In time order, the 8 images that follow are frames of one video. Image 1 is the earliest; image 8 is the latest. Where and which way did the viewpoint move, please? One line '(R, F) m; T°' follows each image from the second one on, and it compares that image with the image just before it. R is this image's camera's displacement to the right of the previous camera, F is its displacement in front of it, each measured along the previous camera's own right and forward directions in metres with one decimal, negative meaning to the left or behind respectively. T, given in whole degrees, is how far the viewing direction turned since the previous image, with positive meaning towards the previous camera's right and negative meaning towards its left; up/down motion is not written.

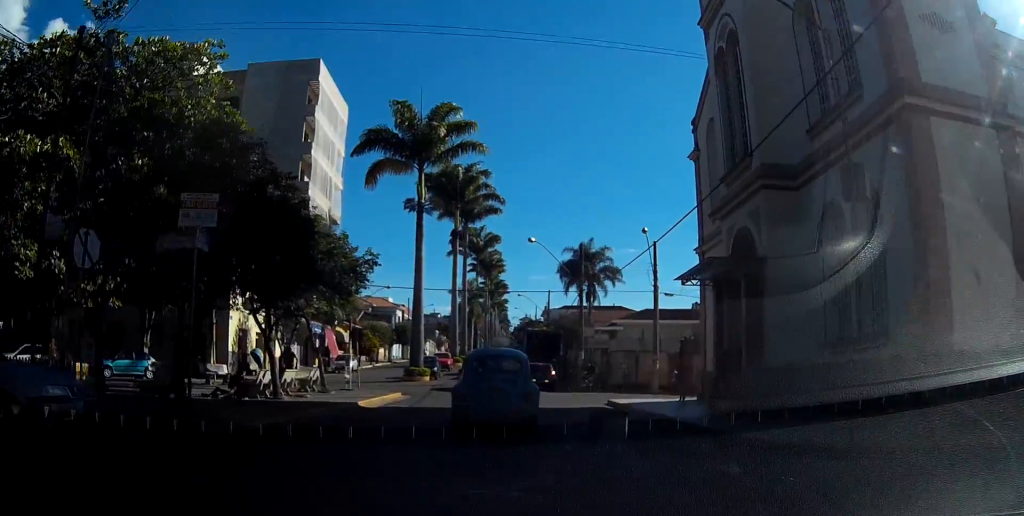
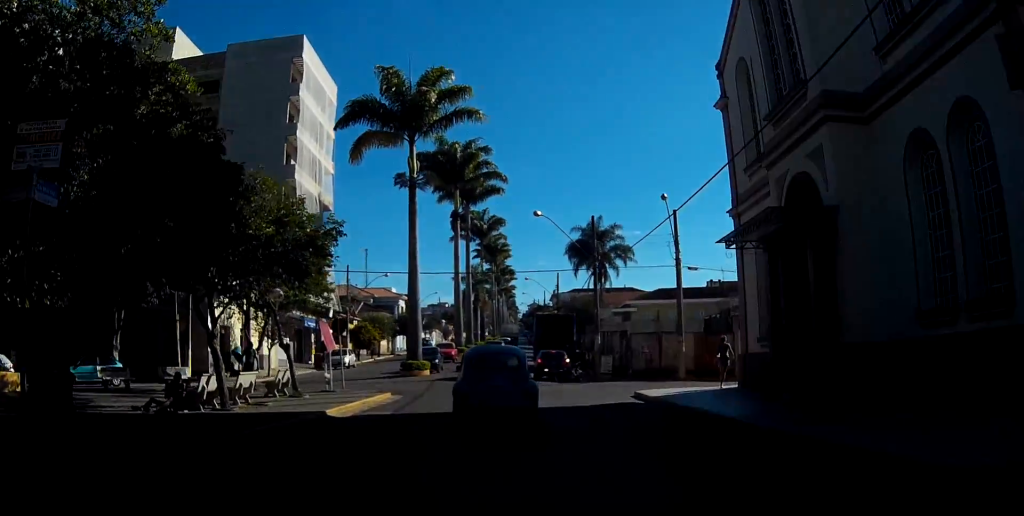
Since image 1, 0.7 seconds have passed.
(0.0, +4.3) m; -2°
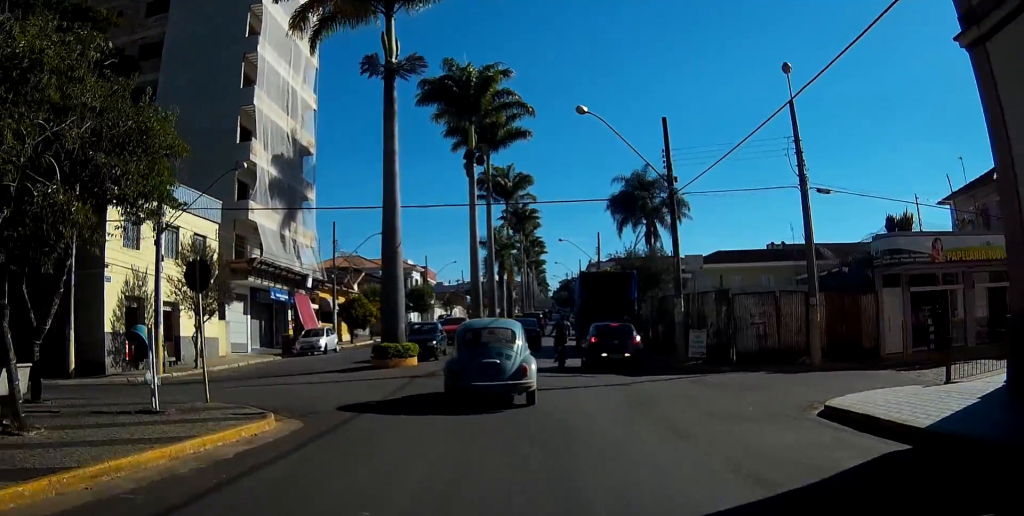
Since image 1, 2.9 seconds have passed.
(-0.7, +14.0) m; -3°
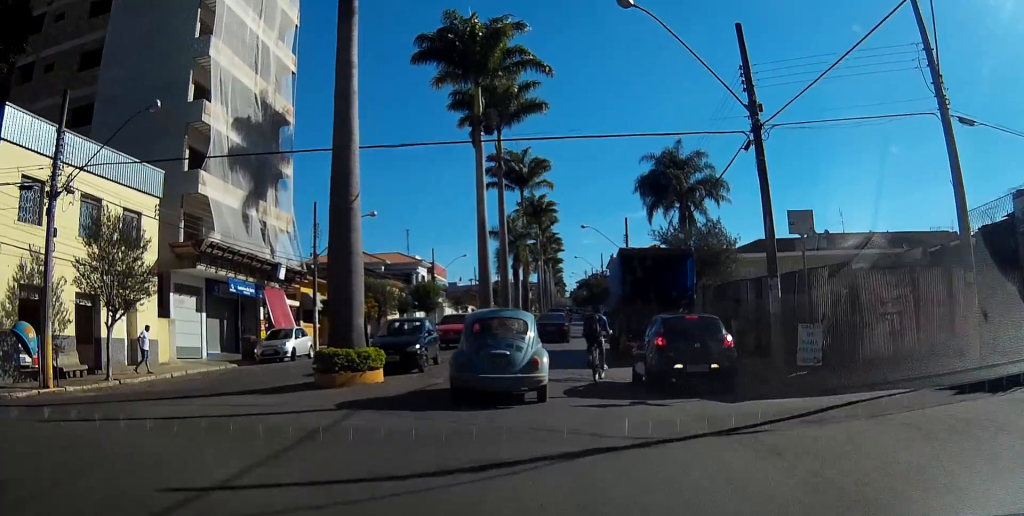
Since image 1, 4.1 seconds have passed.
(0.0, +8.5) m; -1°
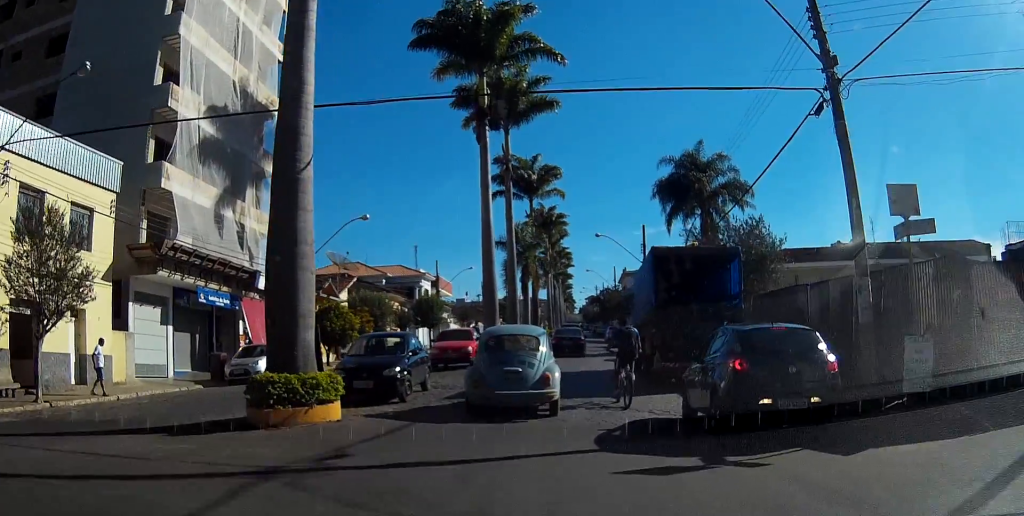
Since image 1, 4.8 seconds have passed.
(0.0, +4.7) m; -1°
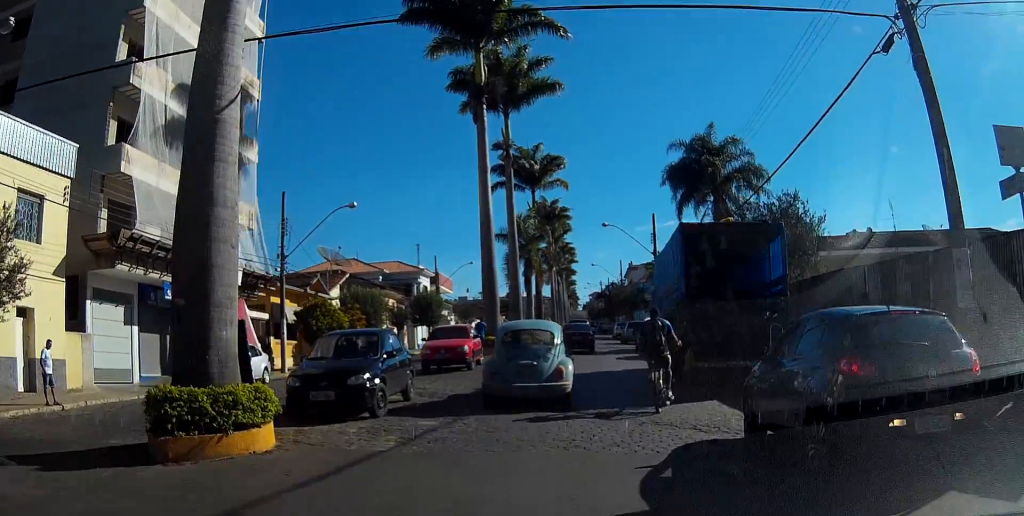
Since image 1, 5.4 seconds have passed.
(0.0, +3.5) m; -1°
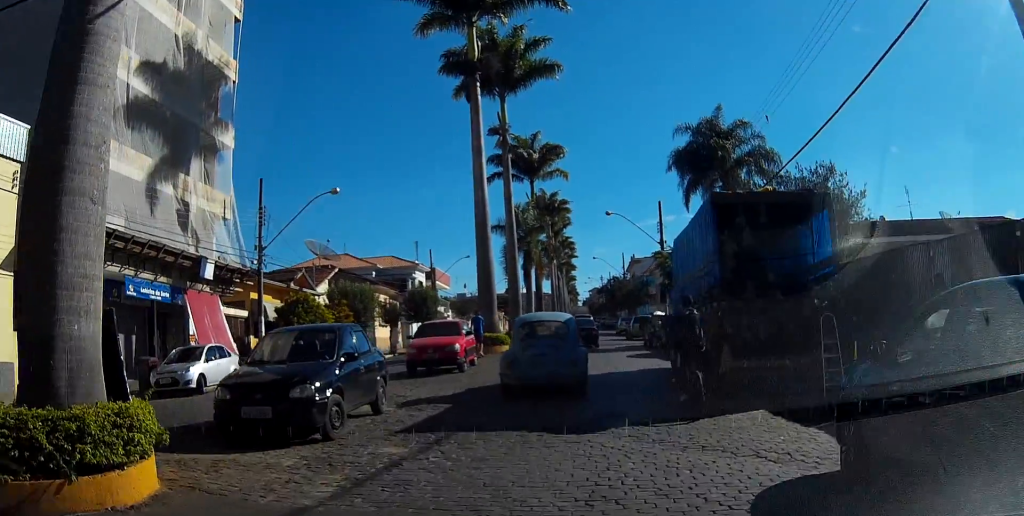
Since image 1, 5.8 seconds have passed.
(0.0, +3.1) m; 0°
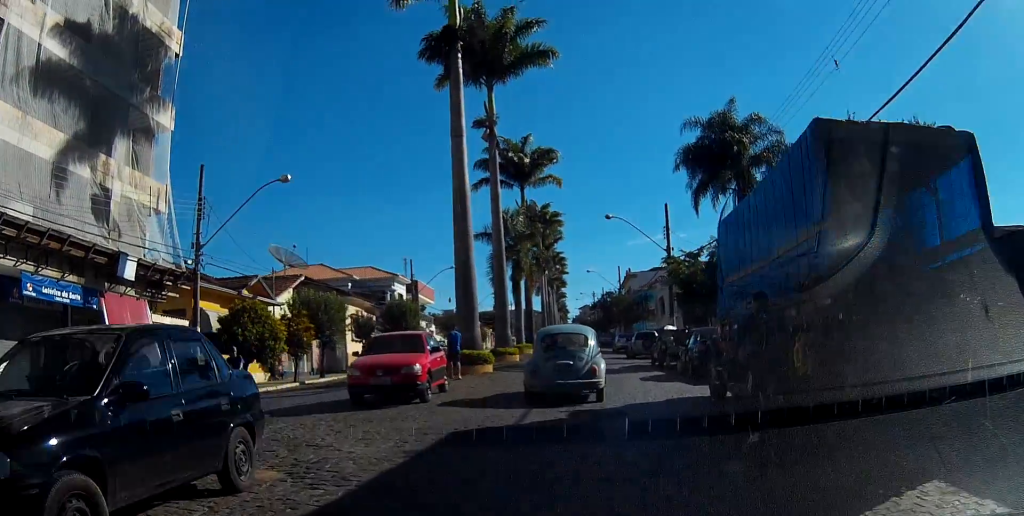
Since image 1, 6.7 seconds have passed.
(-0.1, +5.7) m; +1°
